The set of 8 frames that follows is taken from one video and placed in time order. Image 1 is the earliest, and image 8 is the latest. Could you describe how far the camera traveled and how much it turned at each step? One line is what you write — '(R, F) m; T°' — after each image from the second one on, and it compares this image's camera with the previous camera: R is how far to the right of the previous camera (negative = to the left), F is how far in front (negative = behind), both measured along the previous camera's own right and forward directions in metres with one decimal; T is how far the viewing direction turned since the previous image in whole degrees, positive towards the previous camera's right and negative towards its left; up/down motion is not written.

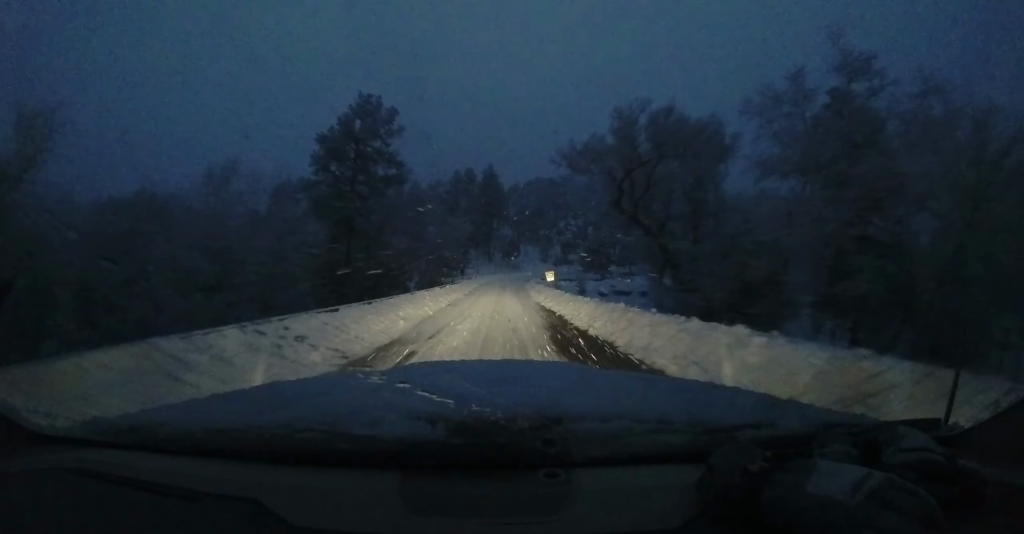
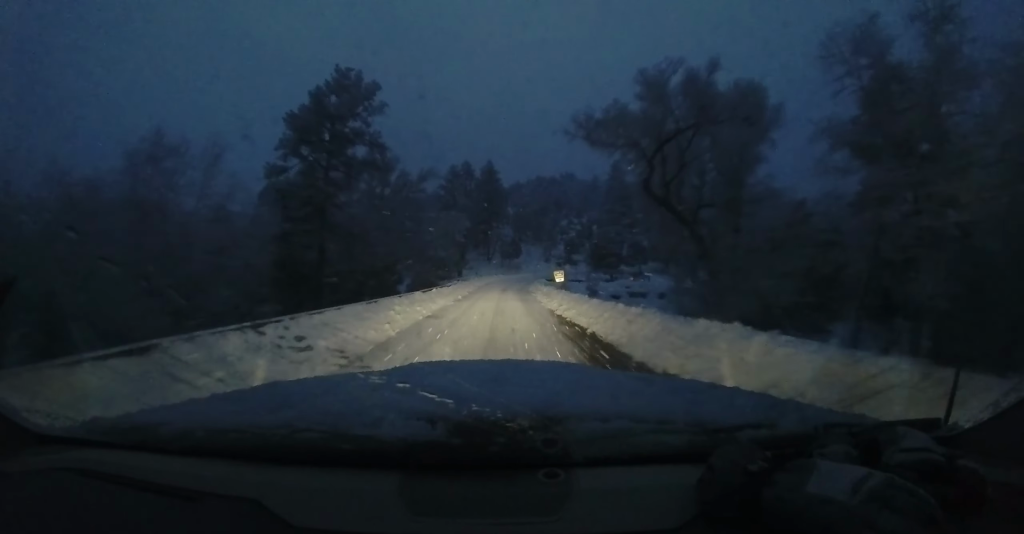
(0.0, +5.9) m; -1°
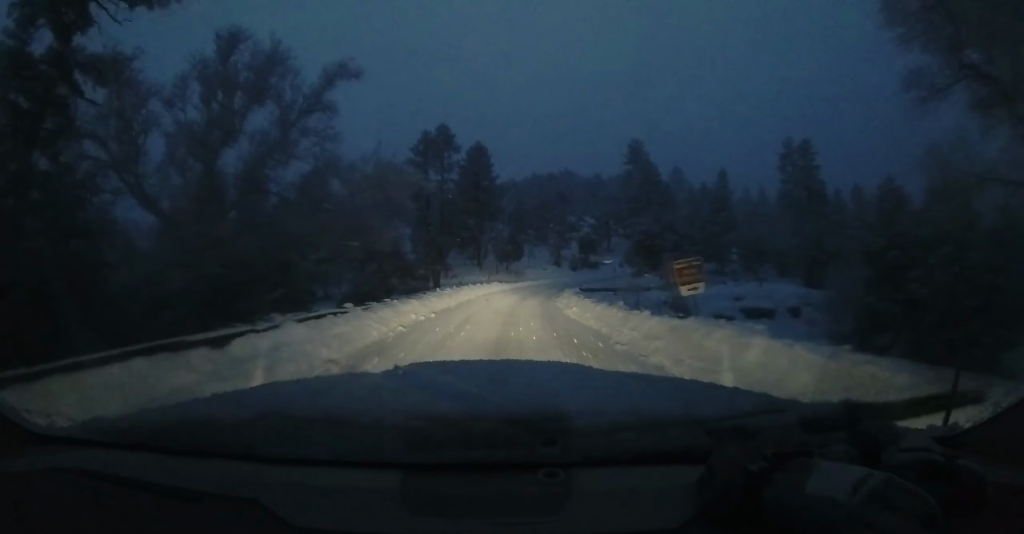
(-0.6, +23.4) m; -1°
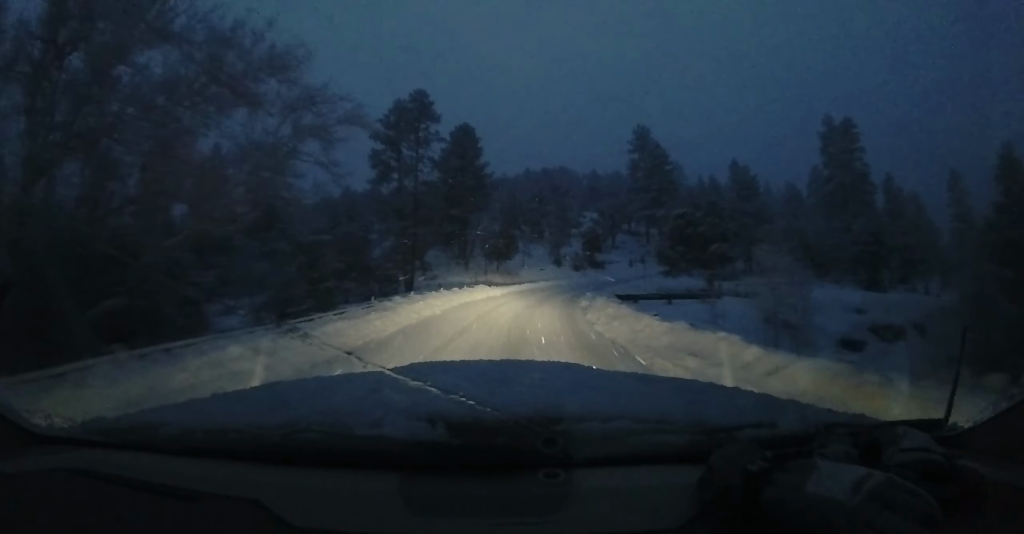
(+0.2, +10.6) m; +1°
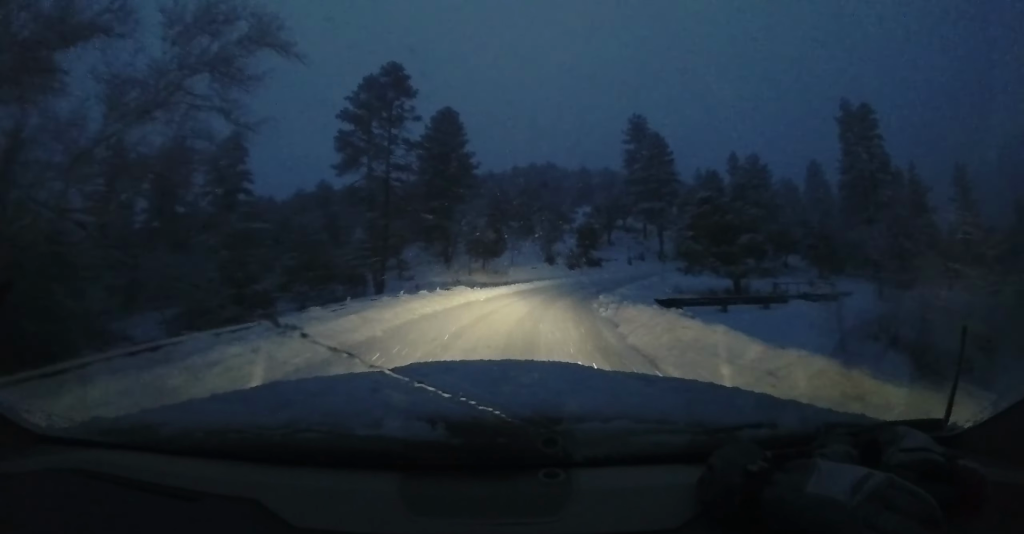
(-0.3, +5.7) m; +2°
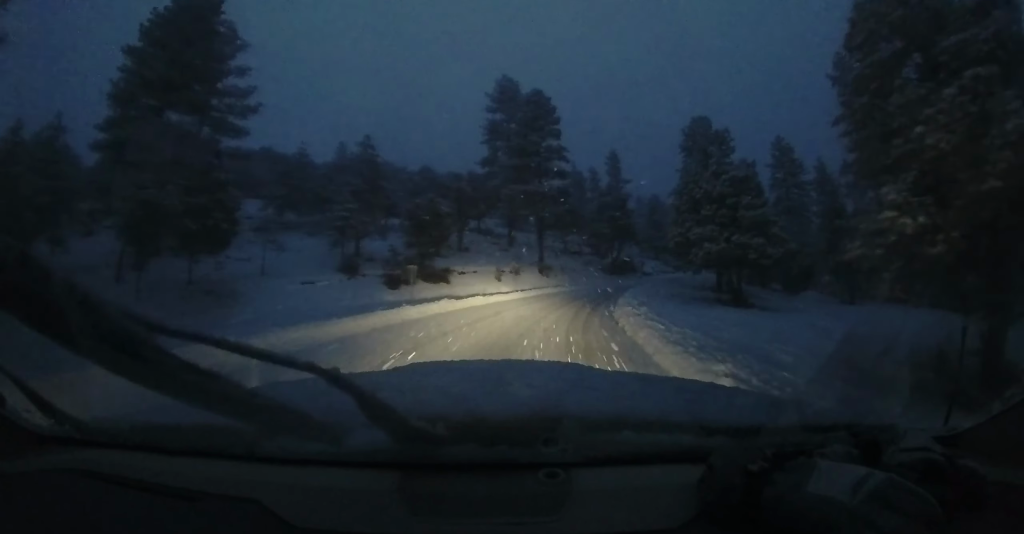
(+7.9, +24.5) m; +40°
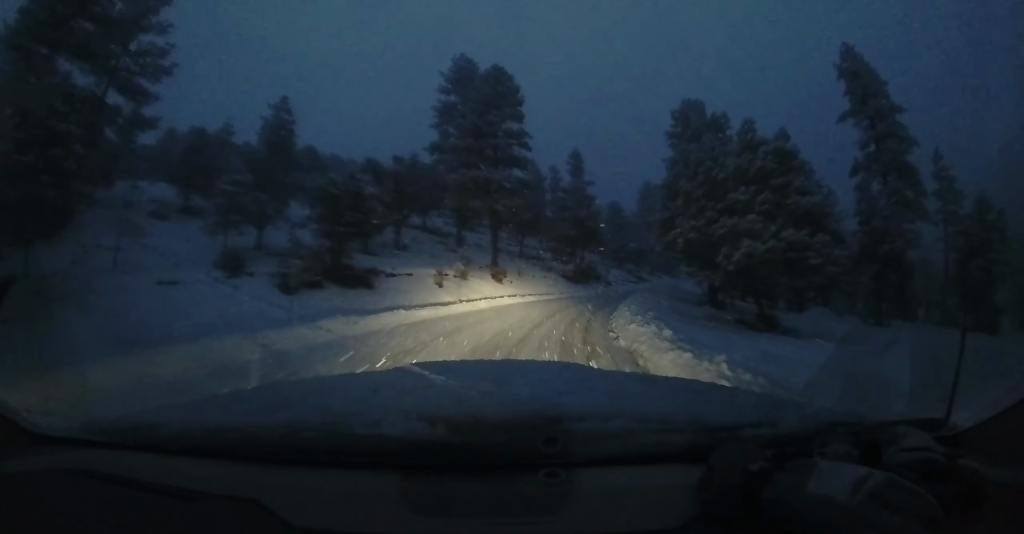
(+0.8, +7.0) m; +6°
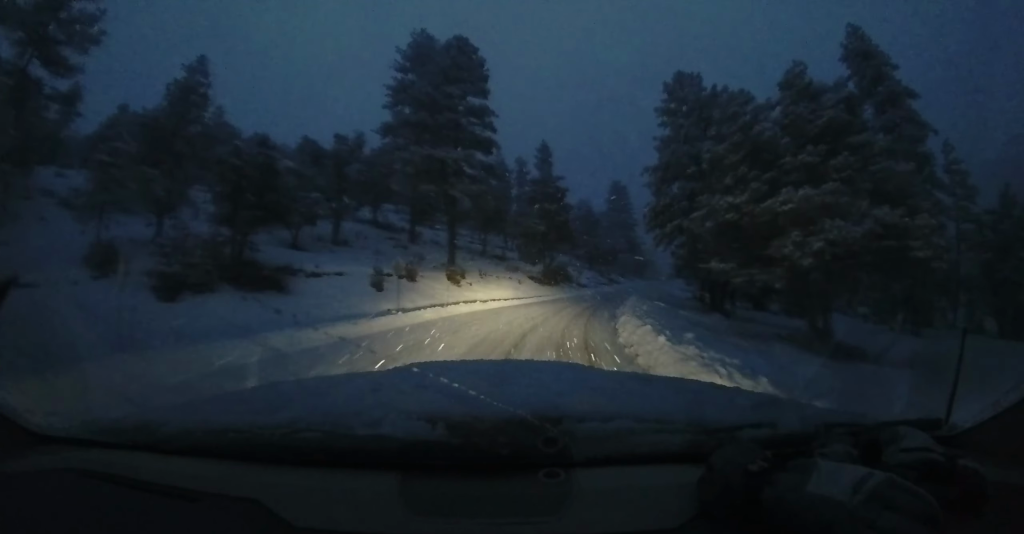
(+0.1, +5.8) m; +7°
